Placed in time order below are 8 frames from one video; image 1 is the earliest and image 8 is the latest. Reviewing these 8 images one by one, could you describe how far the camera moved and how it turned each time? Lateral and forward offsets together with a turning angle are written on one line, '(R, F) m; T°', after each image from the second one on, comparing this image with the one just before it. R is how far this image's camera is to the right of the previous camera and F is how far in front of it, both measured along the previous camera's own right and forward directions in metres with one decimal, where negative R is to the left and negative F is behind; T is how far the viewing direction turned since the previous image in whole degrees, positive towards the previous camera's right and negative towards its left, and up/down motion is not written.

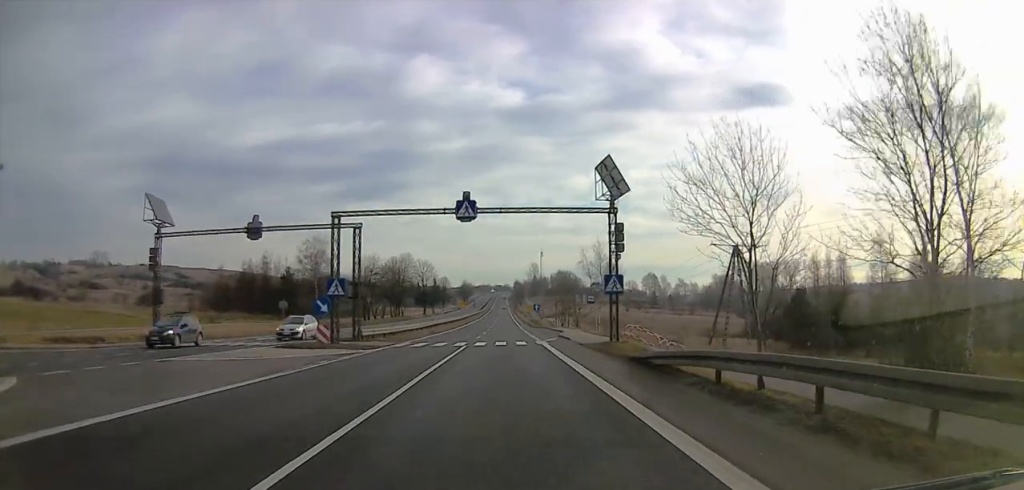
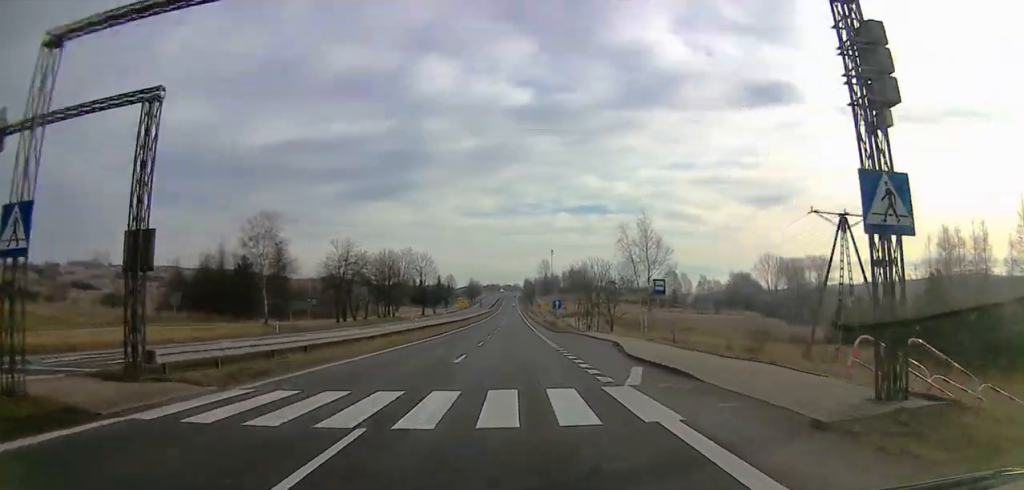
(-0.6, +26.7) m; 0°
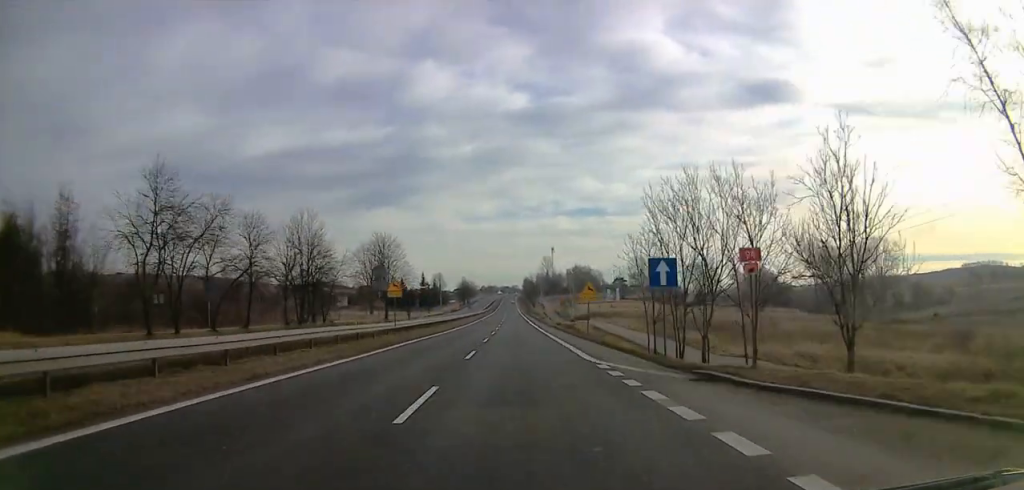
(-0.1, +49.3) m; 0°
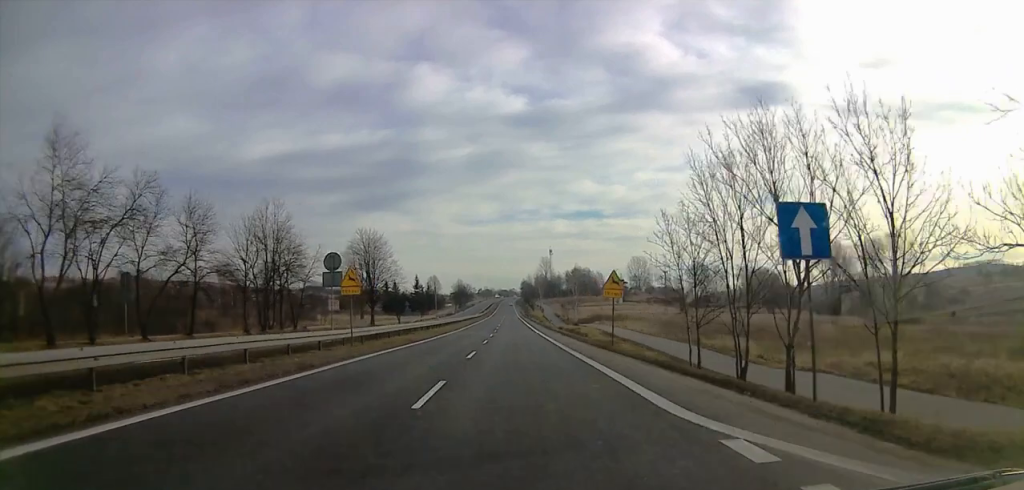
(+0.2, +10.0) m; +1°
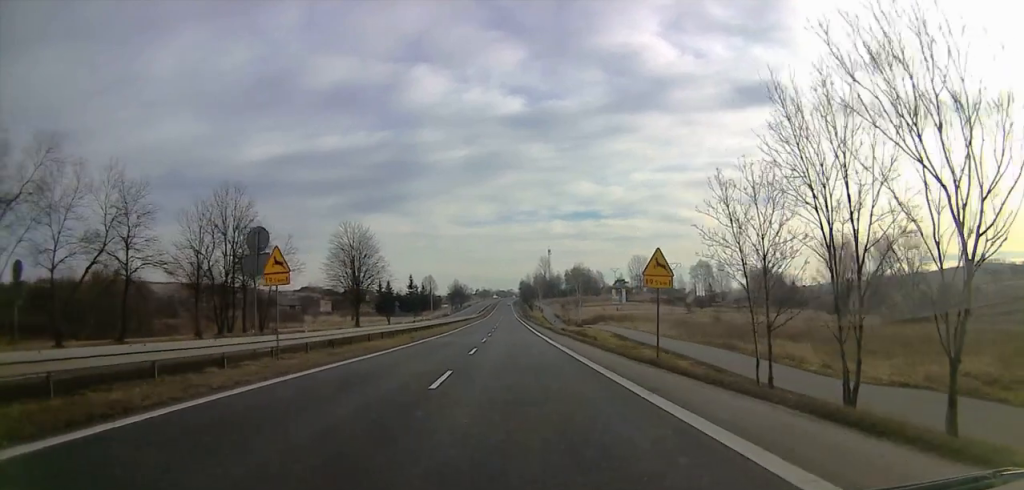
(+0.1, +8.9) m; 0°
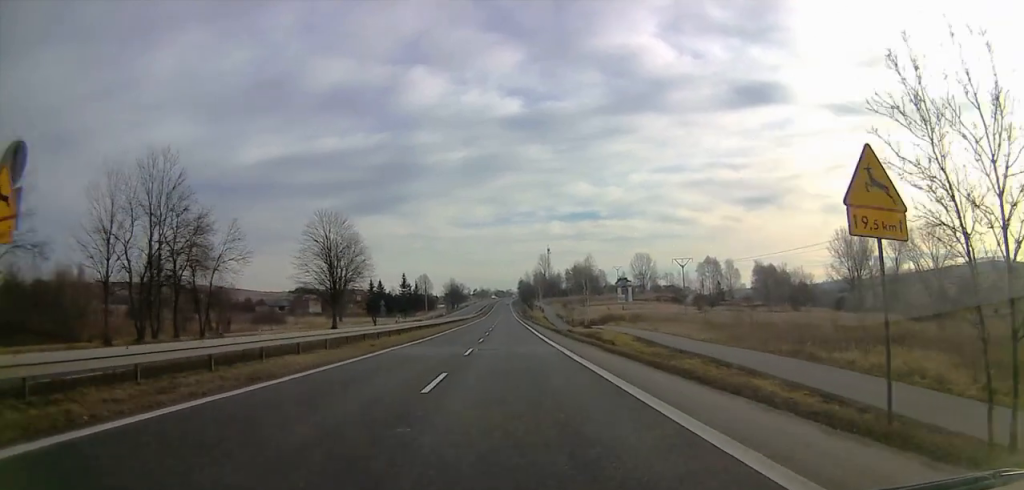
(+0.1, +12.0) m; -1°
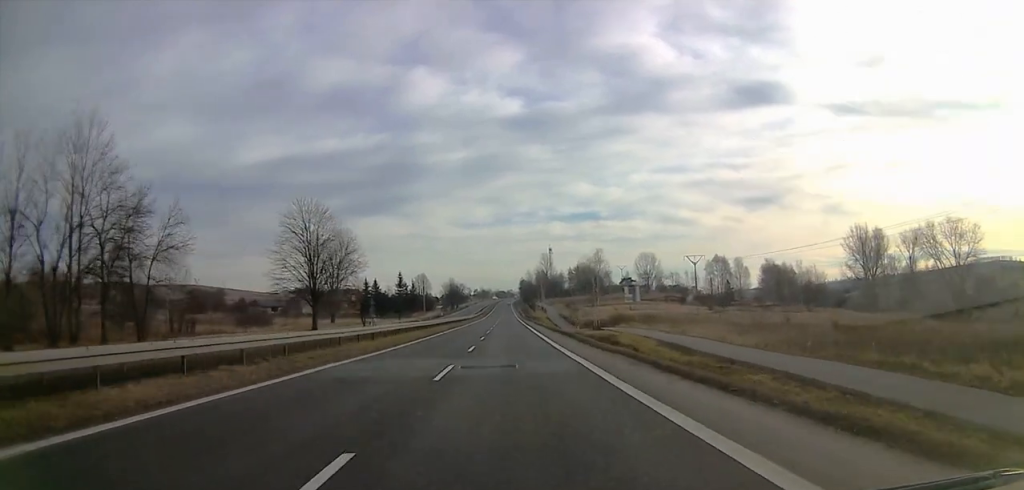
(-0.1, +9.9) m; 0°
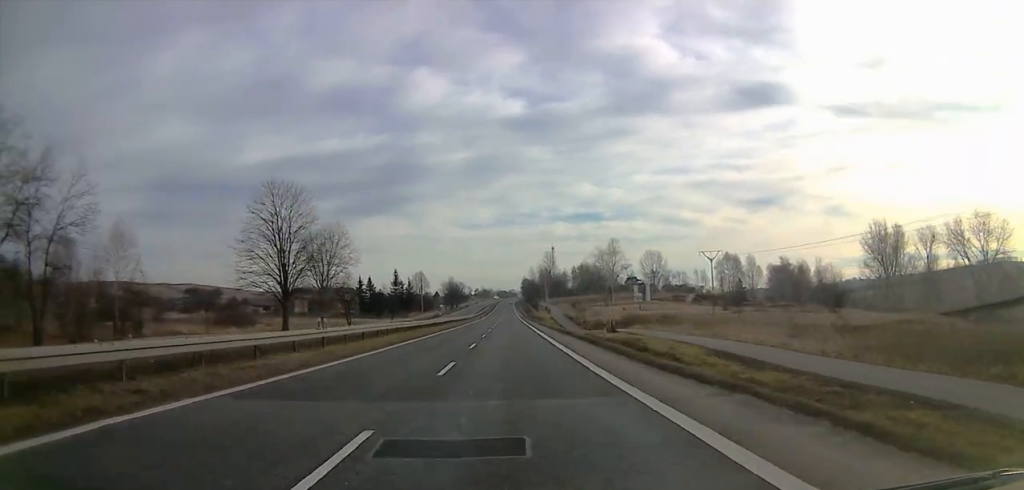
(-0.2, +11.5) m; 0°
